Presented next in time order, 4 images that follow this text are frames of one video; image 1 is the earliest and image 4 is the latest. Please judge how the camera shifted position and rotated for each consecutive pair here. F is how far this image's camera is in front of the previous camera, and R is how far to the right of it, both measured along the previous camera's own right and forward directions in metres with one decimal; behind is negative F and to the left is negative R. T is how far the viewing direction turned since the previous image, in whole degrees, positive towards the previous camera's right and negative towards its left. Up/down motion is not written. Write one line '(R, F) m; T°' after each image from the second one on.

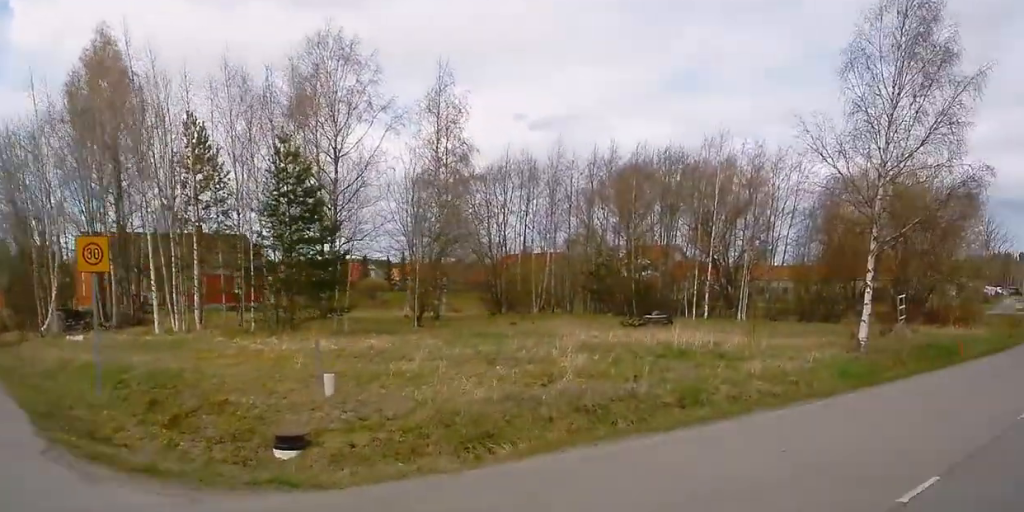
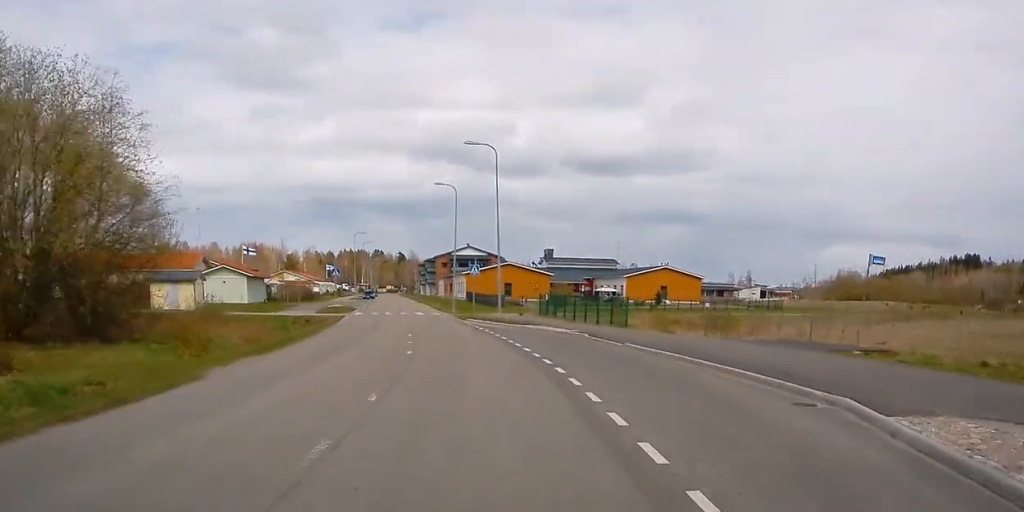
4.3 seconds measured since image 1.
(+9.3, +27.1) m; +17°
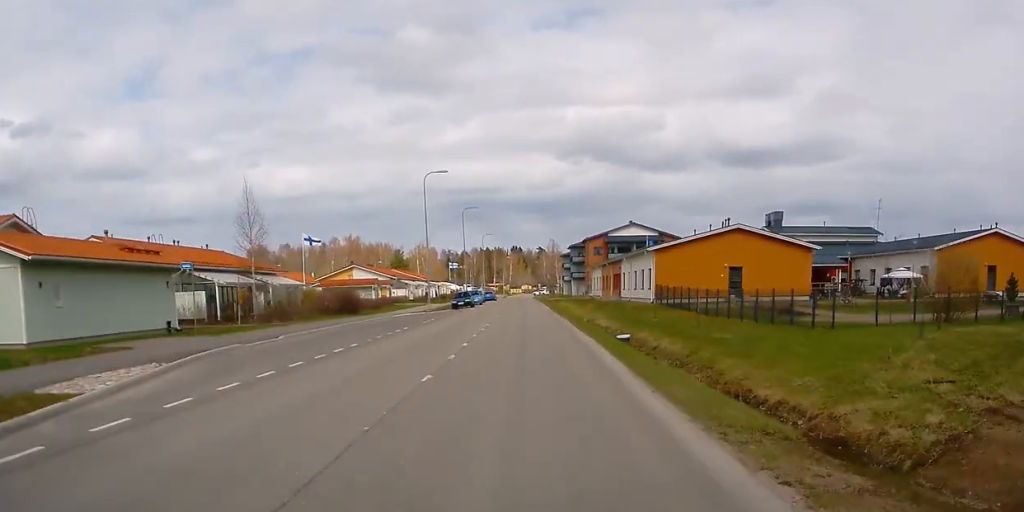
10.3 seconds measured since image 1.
(-6.4, +63.7) m; -7°
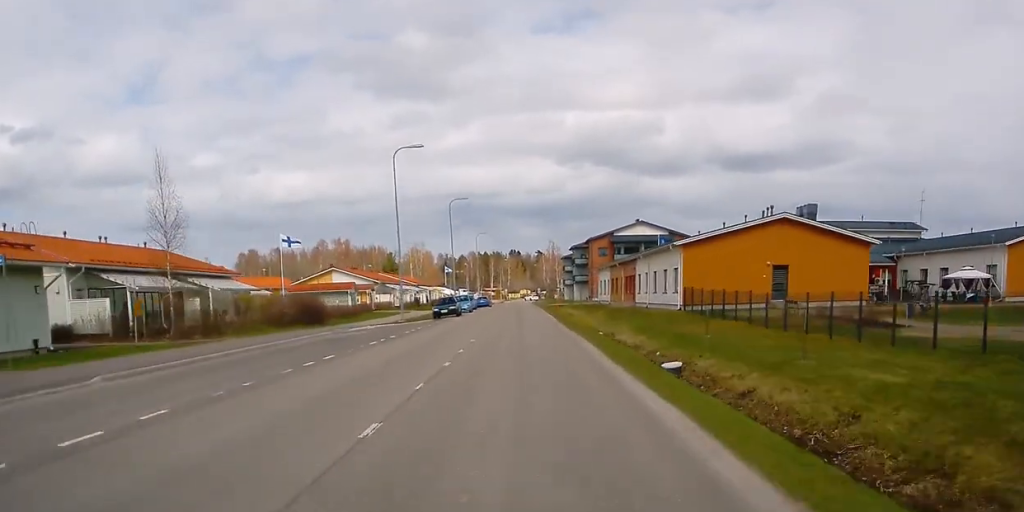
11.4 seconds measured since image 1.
(0.0, +12.6) m; 0°
